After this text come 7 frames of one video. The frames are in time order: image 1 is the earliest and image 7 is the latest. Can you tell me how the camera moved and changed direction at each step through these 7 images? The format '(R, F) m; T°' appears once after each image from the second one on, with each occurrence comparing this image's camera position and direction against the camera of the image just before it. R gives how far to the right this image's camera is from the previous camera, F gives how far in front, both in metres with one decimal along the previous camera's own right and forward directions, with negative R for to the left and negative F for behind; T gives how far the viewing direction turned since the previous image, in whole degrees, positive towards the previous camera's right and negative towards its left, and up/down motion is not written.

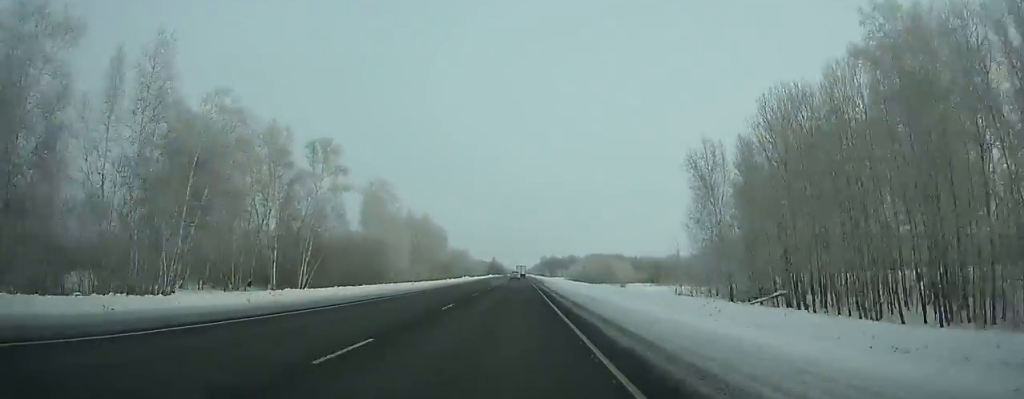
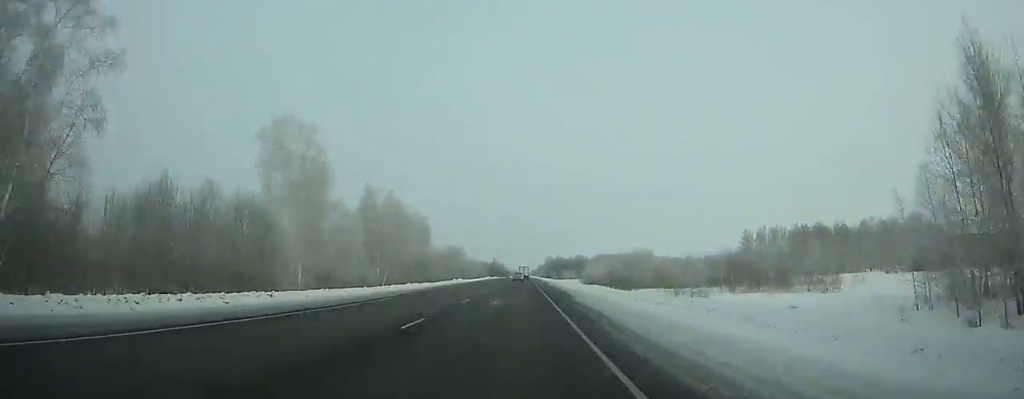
(-0.2, +43.7) m; 0°
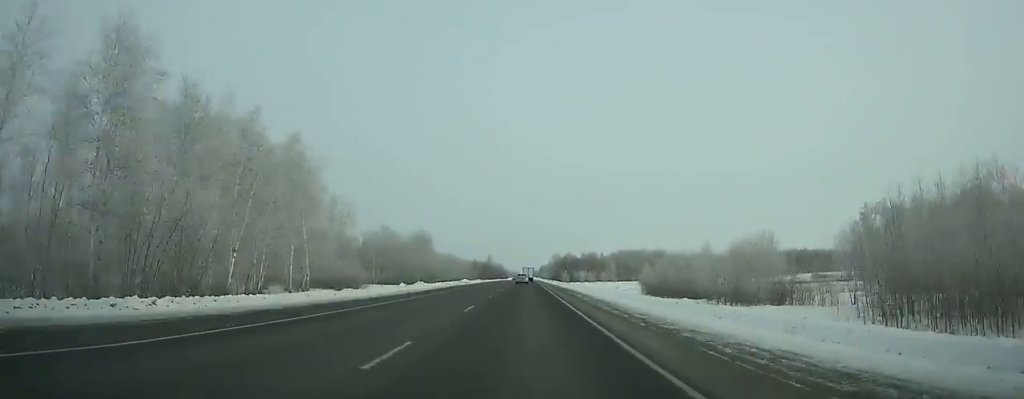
(0.0, +90.0) m; 0°
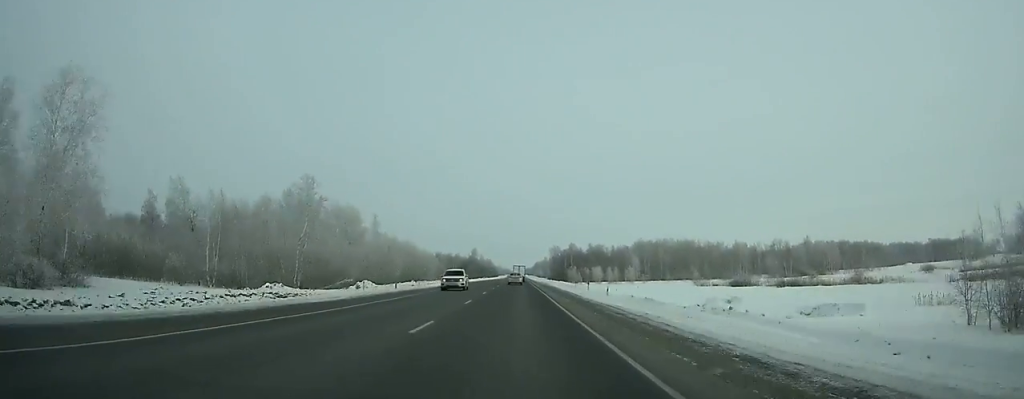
(+0.3, +78.6) m; 0°
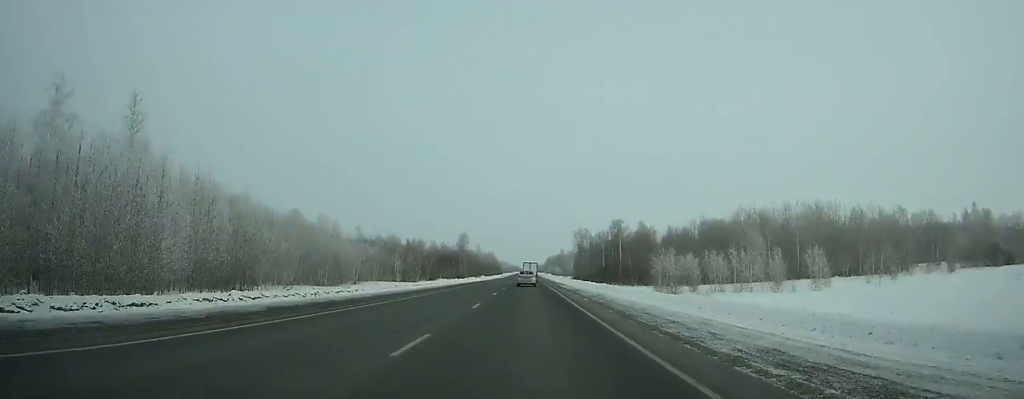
(-0.3, +108.5) m; 0°
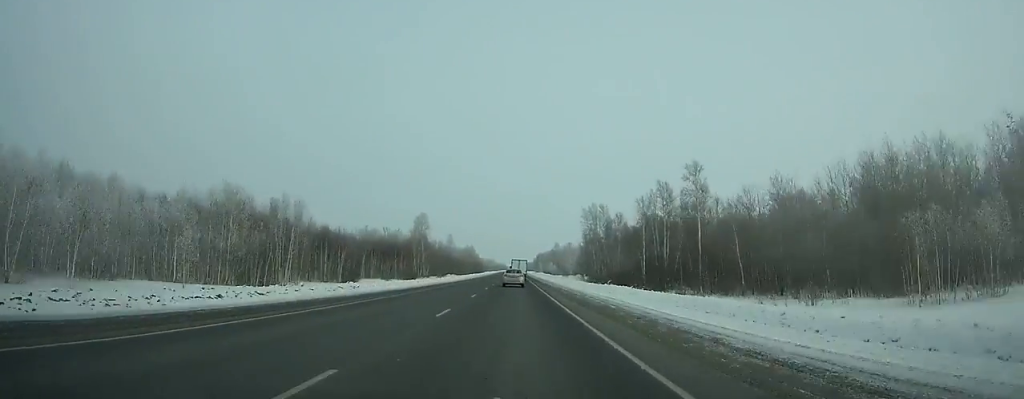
(0.0, +76.7) m; 0°
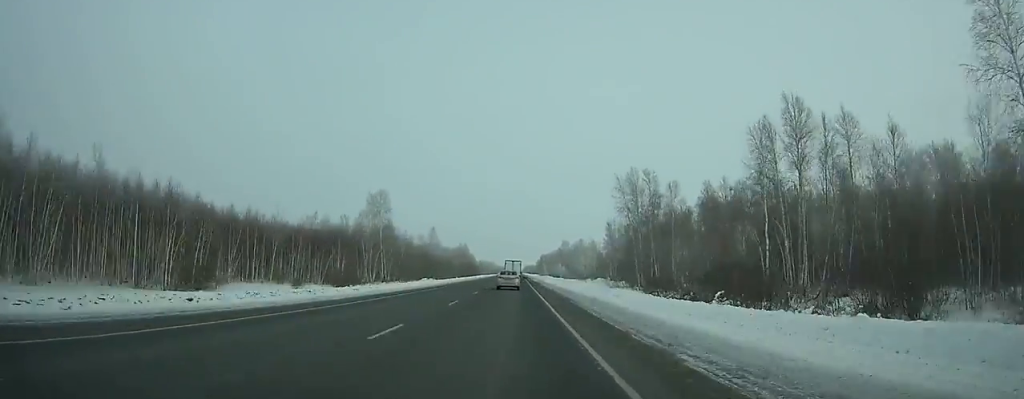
(+0.1, +54.9) m; 0°
